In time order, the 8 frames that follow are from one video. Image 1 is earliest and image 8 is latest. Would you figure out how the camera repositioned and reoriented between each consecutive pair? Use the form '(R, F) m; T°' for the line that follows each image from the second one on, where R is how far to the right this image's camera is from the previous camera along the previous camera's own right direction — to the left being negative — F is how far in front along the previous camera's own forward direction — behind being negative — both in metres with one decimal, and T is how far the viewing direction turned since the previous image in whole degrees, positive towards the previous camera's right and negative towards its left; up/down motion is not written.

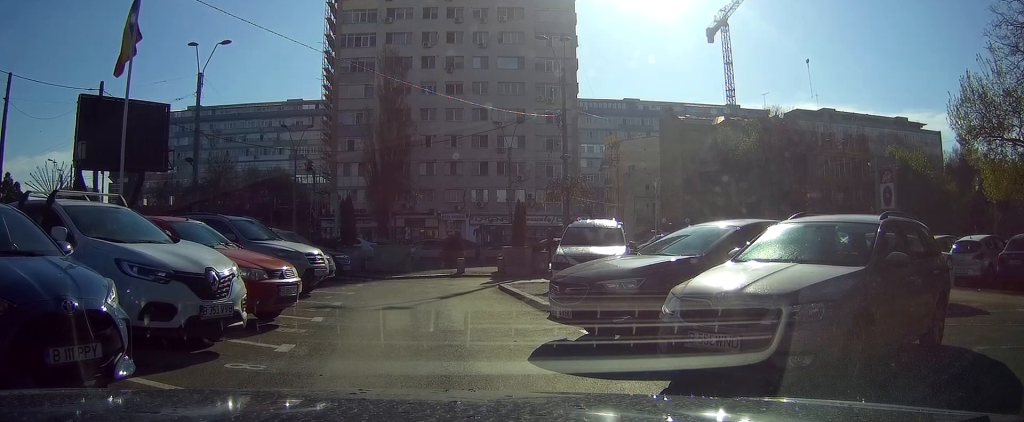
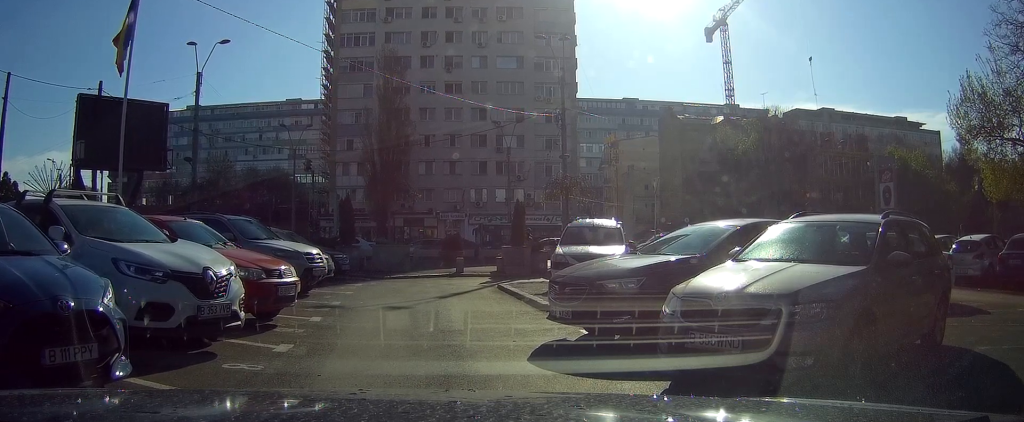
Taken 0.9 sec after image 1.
(-0.3, +0.3) m; 0°
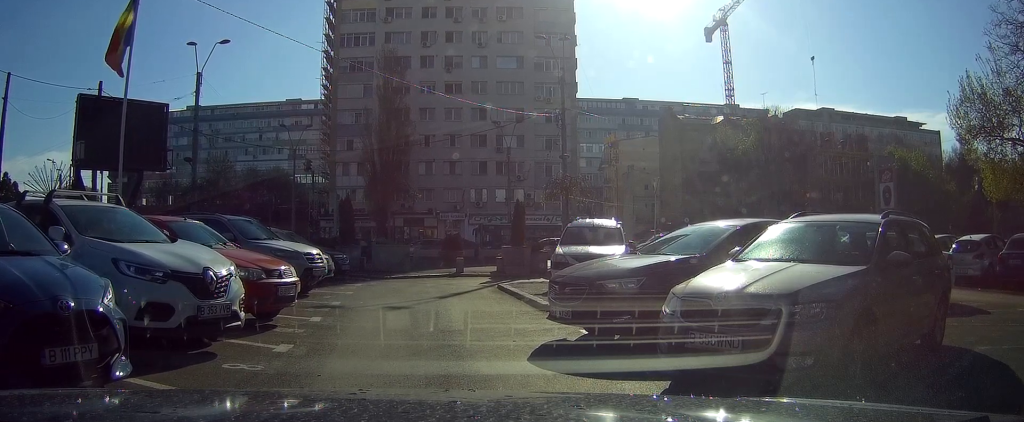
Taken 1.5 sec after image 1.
(-0.2, +0.2) m; 0°
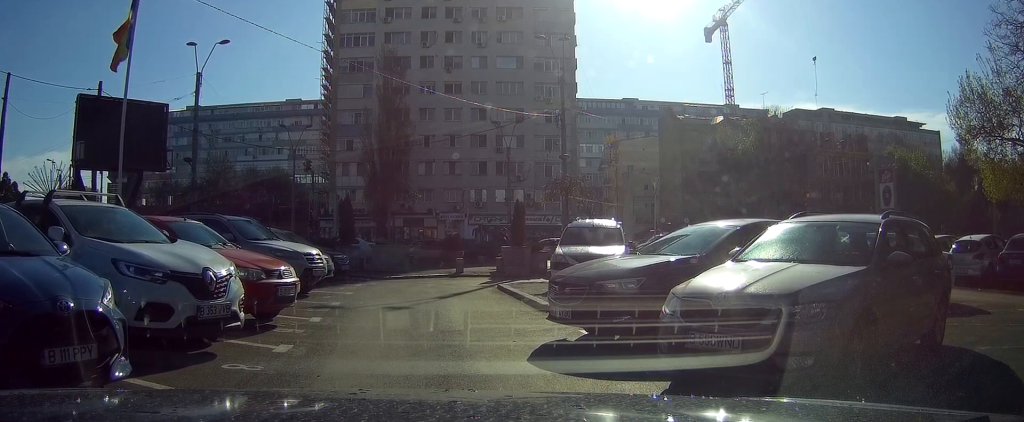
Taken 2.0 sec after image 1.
(-0.1, +0.3) m; 0°
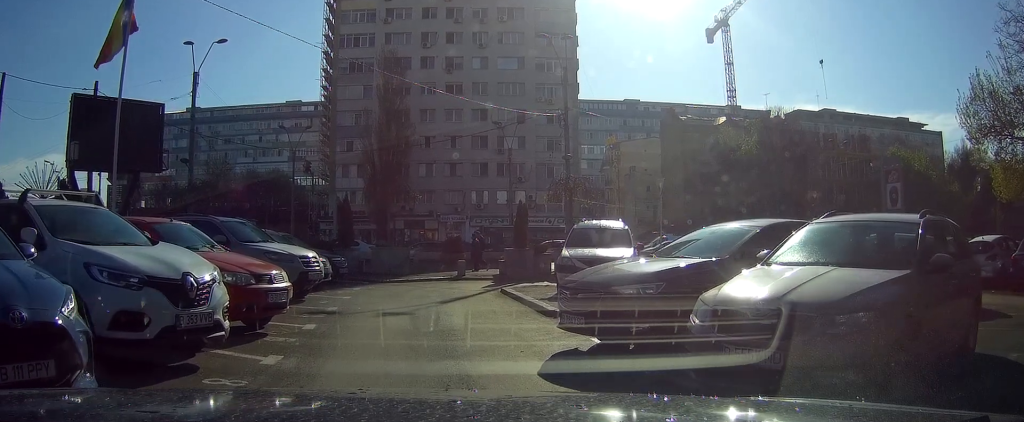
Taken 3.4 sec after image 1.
(-0.4, +1.0) m; 0°
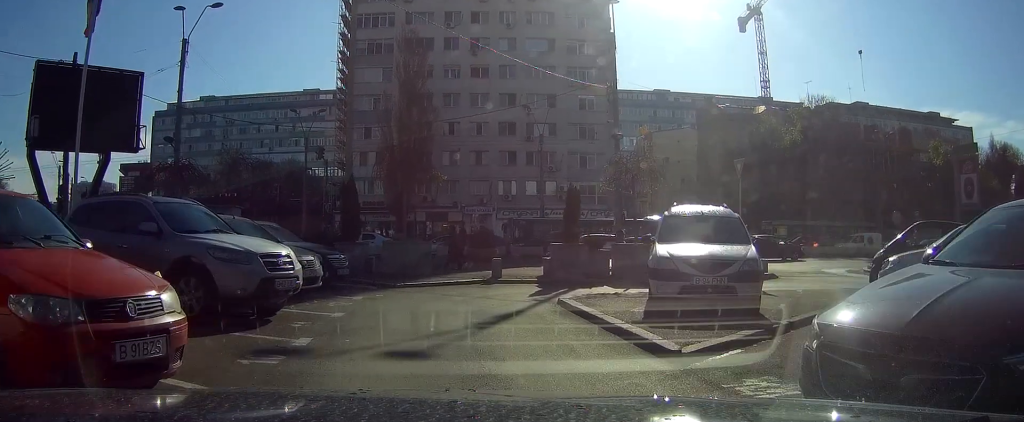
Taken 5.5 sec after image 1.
(-1.1, +4.3) m; -11°
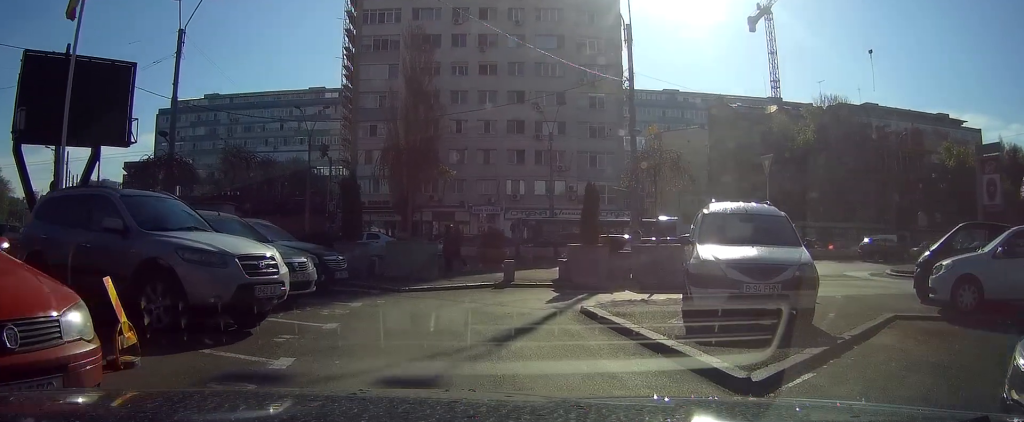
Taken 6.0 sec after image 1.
(0.0, +1.2) m; +1°
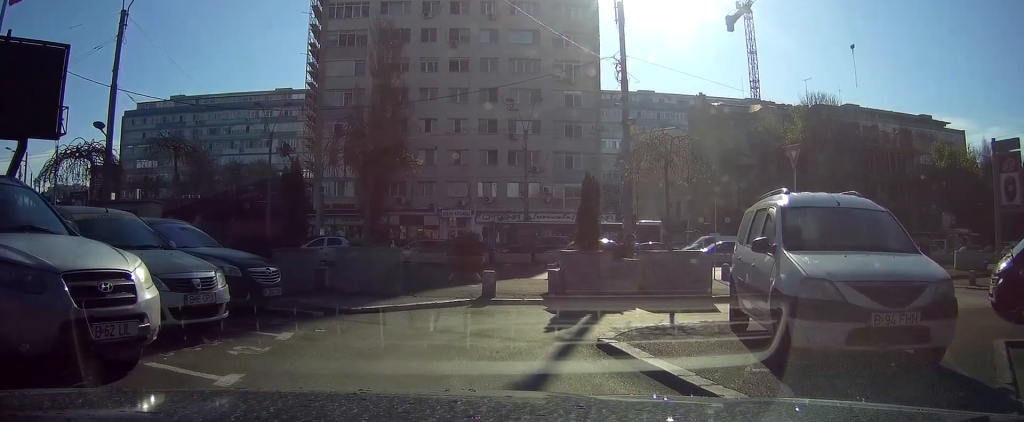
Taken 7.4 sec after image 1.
(+0.1, +2.9) m; +5°
